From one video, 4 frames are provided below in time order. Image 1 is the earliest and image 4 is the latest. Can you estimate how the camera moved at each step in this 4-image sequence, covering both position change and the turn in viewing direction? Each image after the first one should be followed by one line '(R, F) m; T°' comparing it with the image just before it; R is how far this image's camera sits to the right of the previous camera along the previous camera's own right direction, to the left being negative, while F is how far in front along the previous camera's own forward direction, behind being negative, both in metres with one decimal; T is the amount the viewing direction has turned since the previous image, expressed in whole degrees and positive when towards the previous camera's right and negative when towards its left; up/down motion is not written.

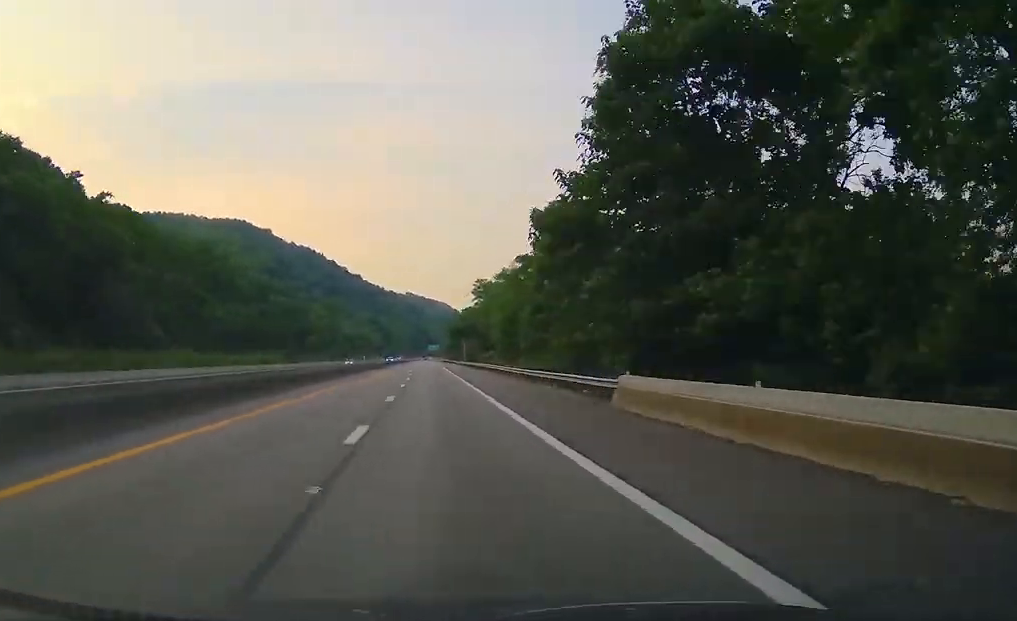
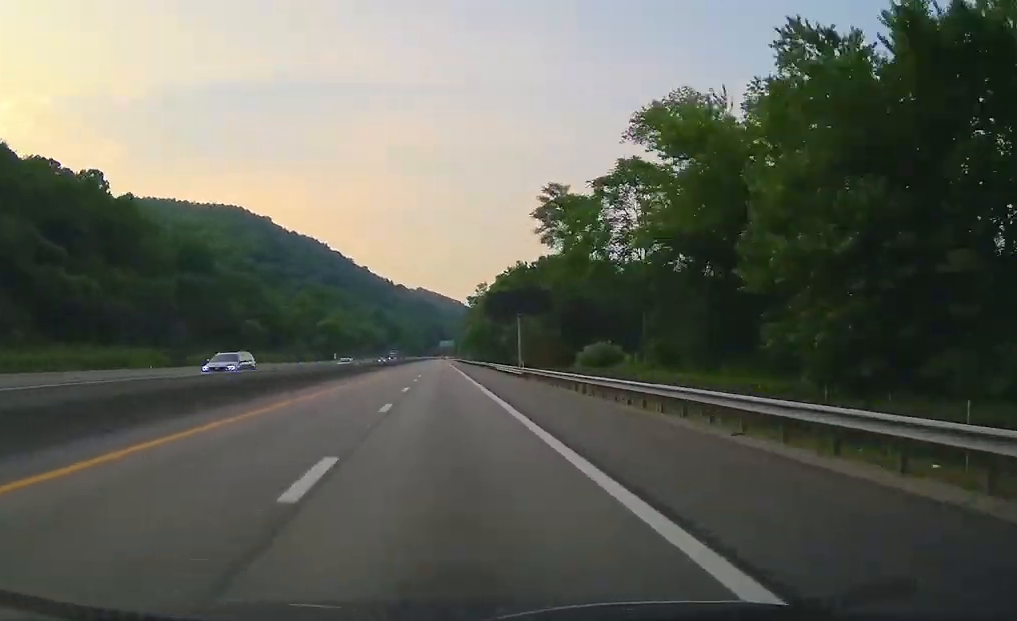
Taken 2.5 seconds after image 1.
(-1.0, +89.2) m; 0°
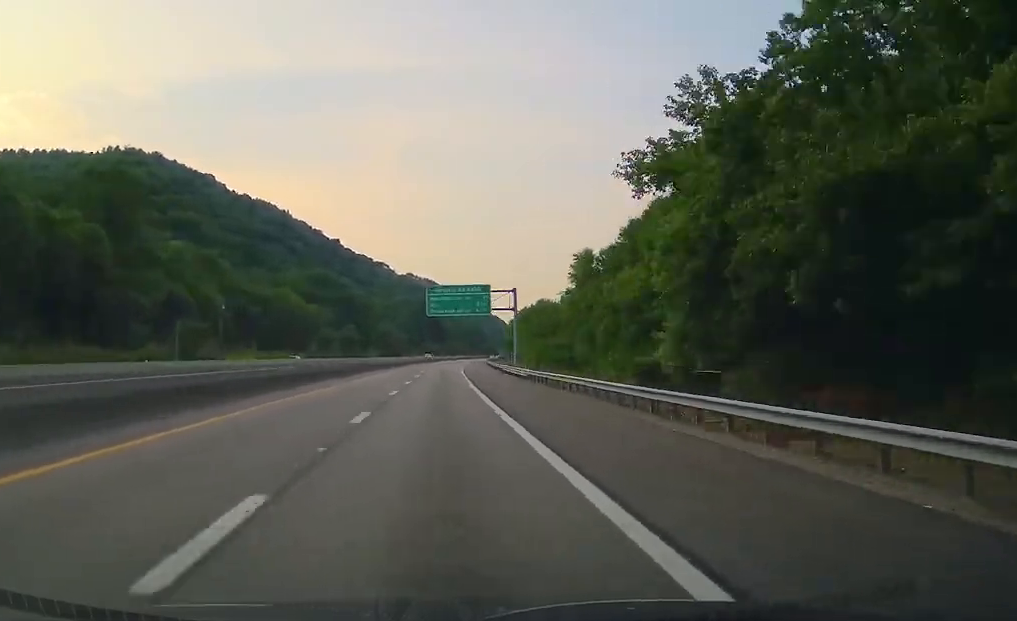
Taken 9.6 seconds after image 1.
(+1.9, +248.7) m; +2°
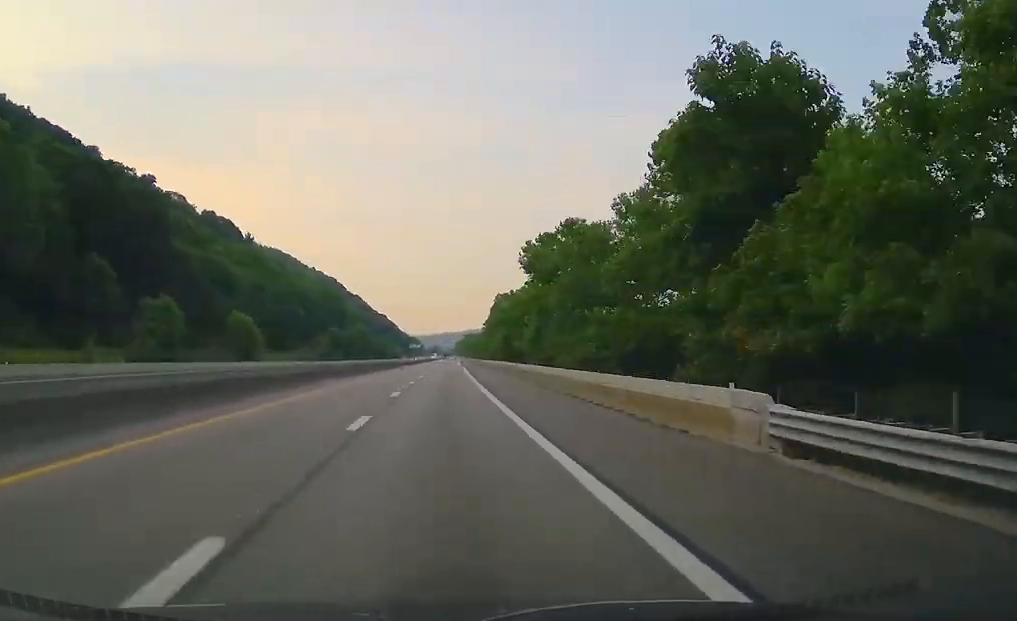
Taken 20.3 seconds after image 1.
(+28.4, +375.5) m; +8°
